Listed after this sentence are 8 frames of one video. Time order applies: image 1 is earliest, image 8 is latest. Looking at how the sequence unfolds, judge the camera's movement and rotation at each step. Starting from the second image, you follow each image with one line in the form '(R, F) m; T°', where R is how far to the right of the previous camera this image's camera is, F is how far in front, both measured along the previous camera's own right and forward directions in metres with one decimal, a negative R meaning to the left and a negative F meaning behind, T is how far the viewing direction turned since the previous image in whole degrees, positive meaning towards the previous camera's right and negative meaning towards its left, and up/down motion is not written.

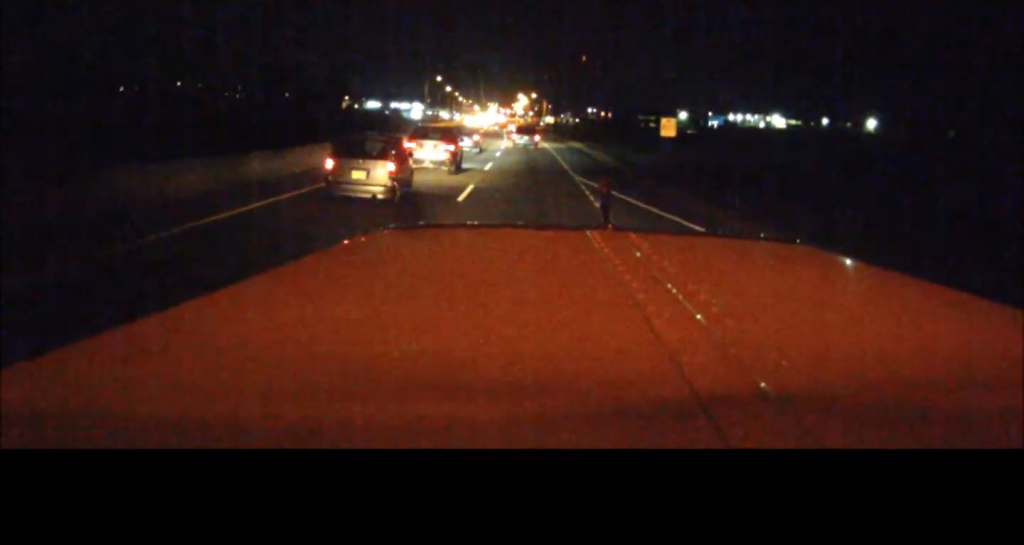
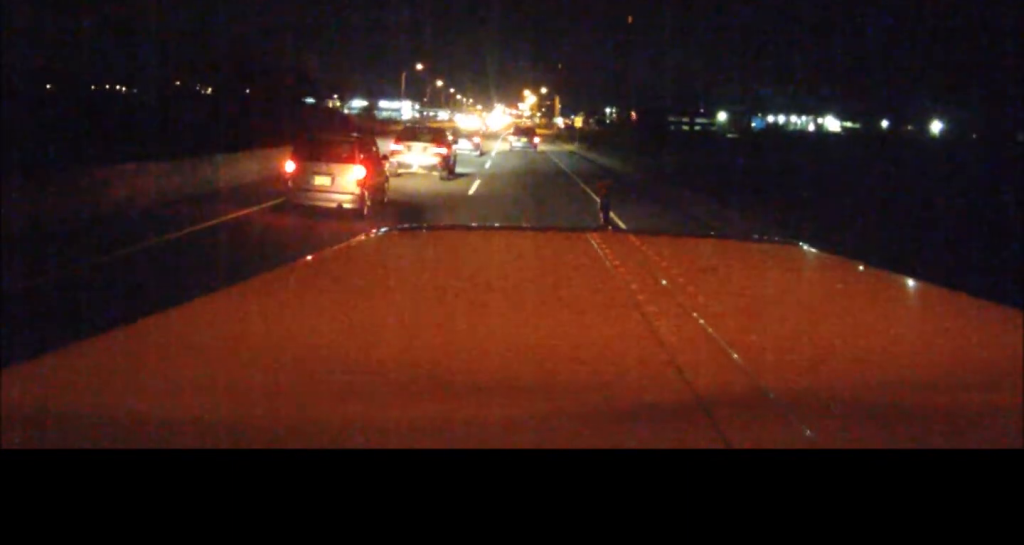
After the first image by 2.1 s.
(+0.2, +51.6) m; +1°
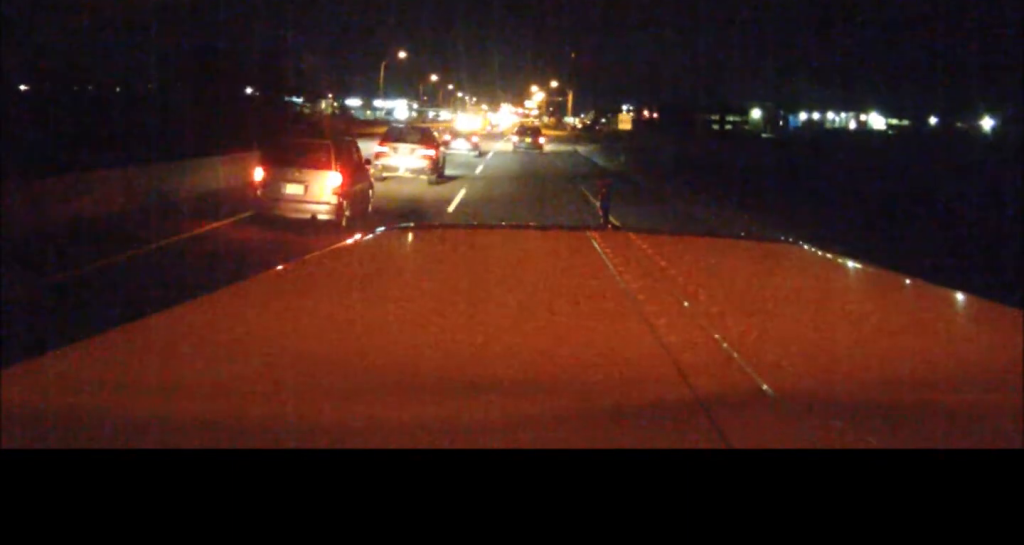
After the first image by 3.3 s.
(+0.1, +31.1) m; 0°
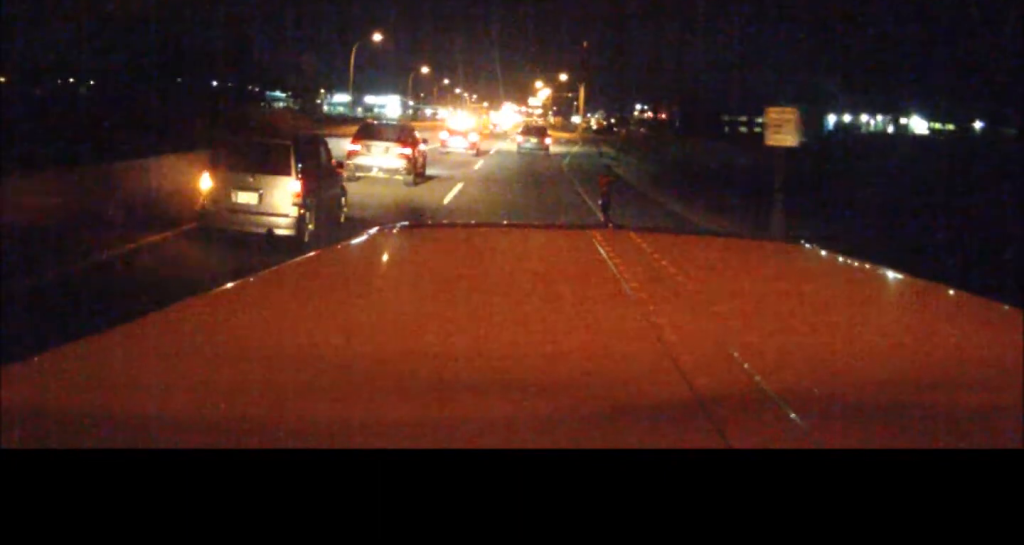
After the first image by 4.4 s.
(-0.3, +25.7) m; -1°
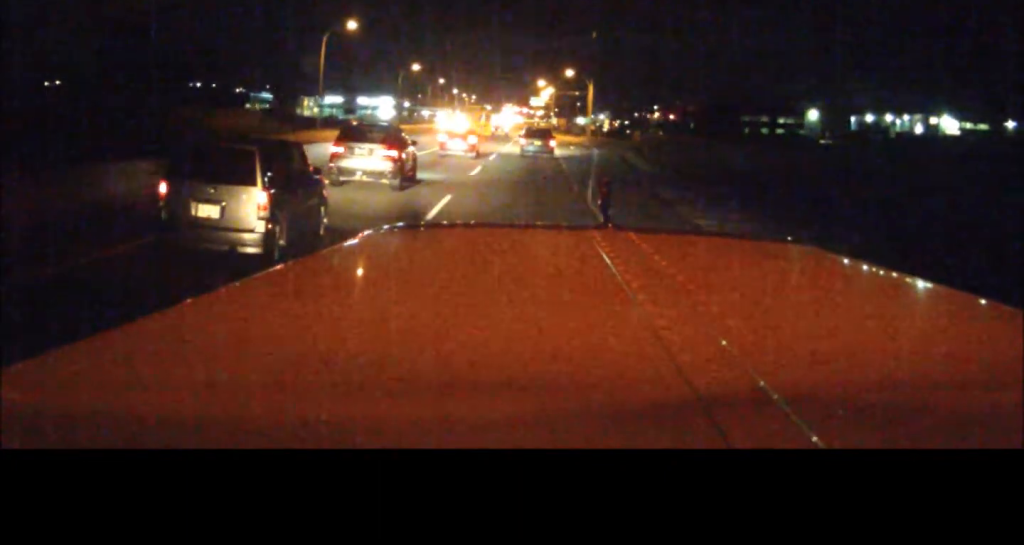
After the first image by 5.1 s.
(-0.1, +16.5) m; 0°
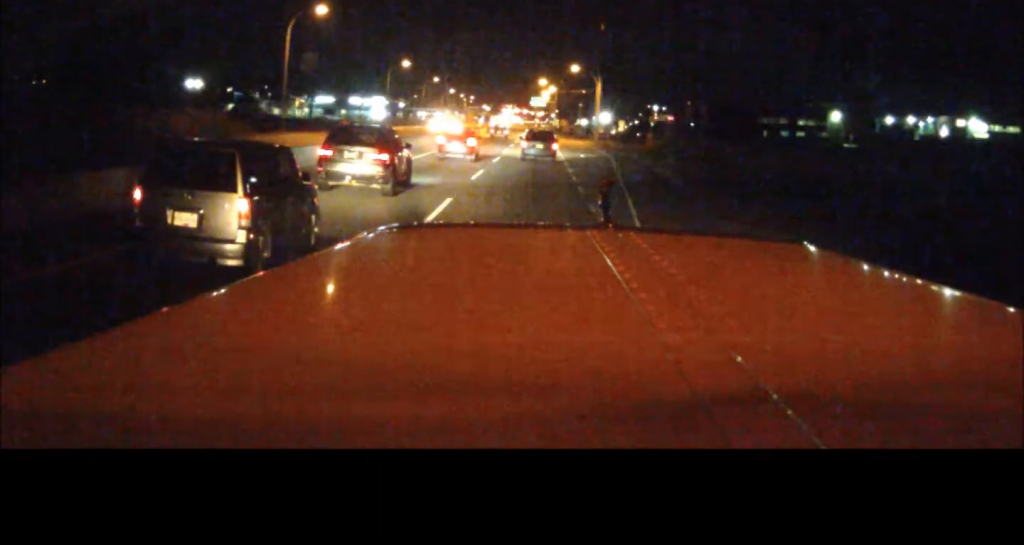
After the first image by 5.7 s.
(-0.1, +13.9) m; 0°
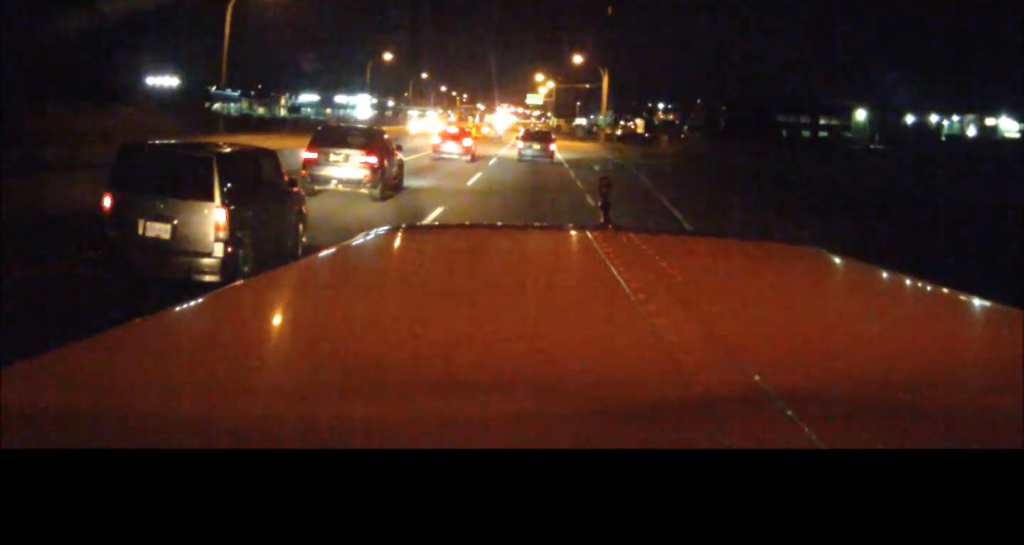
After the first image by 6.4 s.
(+0.2, +15.1) m; +1°
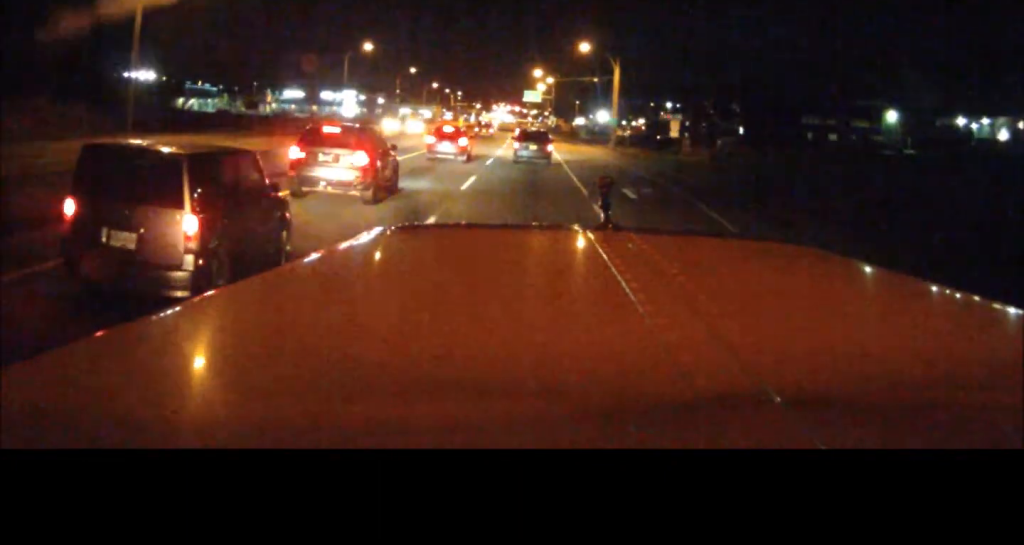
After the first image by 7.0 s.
(0.0, +14.9) m; 0°
